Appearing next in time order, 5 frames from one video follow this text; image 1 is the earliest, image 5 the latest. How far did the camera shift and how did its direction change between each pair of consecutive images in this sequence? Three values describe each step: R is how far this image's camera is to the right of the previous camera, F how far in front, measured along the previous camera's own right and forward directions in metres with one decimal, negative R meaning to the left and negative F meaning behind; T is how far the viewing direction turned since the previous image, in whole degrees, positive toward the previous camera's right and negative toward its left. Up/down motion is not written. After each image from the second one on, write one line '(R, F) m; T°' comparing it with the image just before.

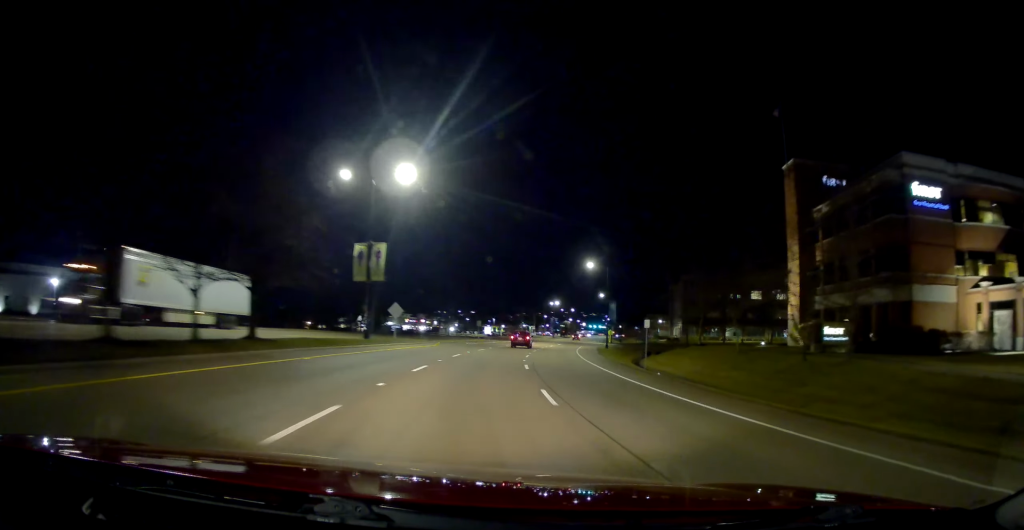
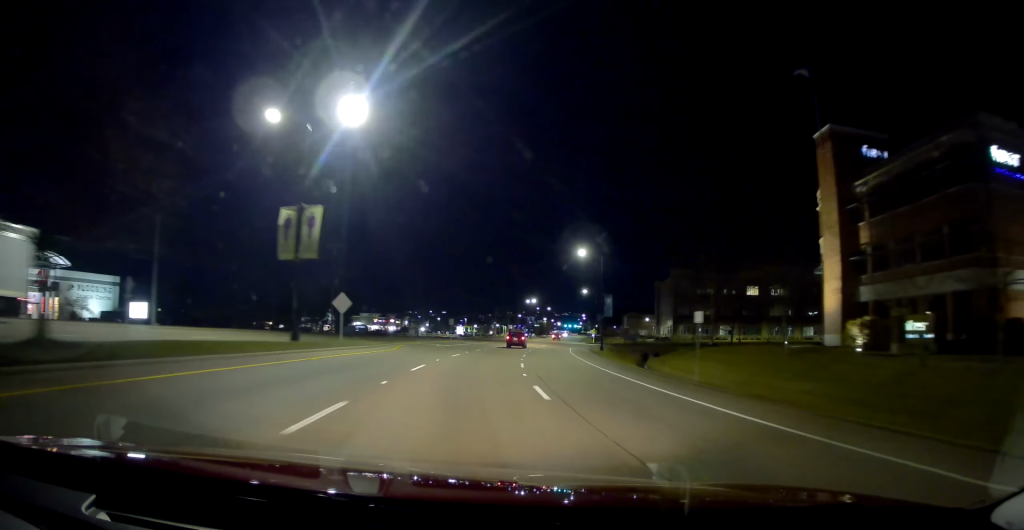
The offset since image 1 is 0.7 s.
(+0.3, +11.6) m; +3°
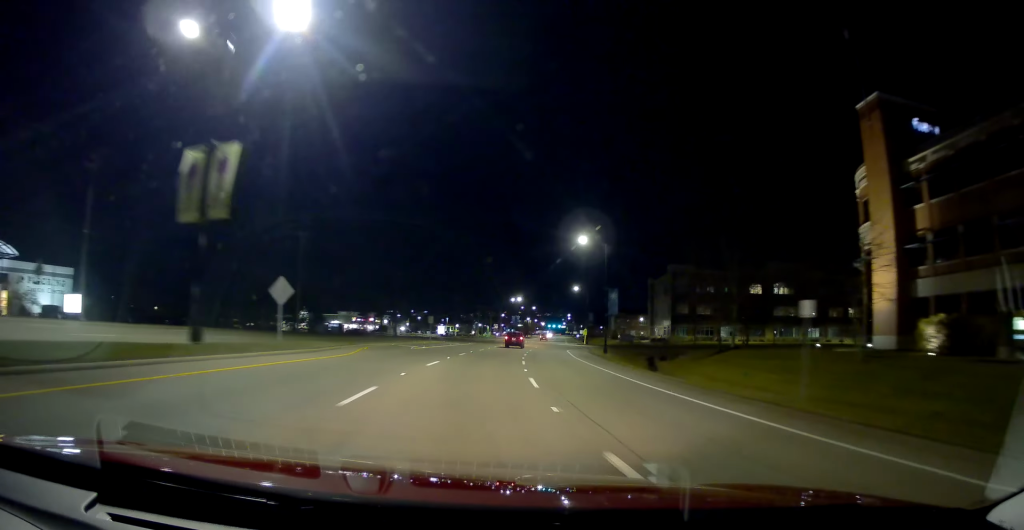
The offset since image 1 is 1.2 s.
(+0.4, +9.3) m; +2°
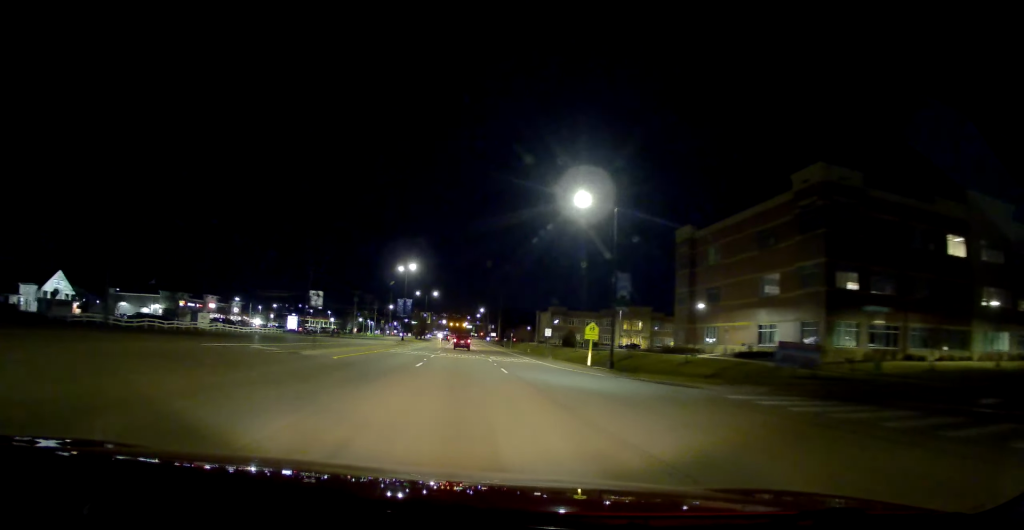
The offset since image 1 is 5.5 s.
(+9.4, +76.4) m; +12°
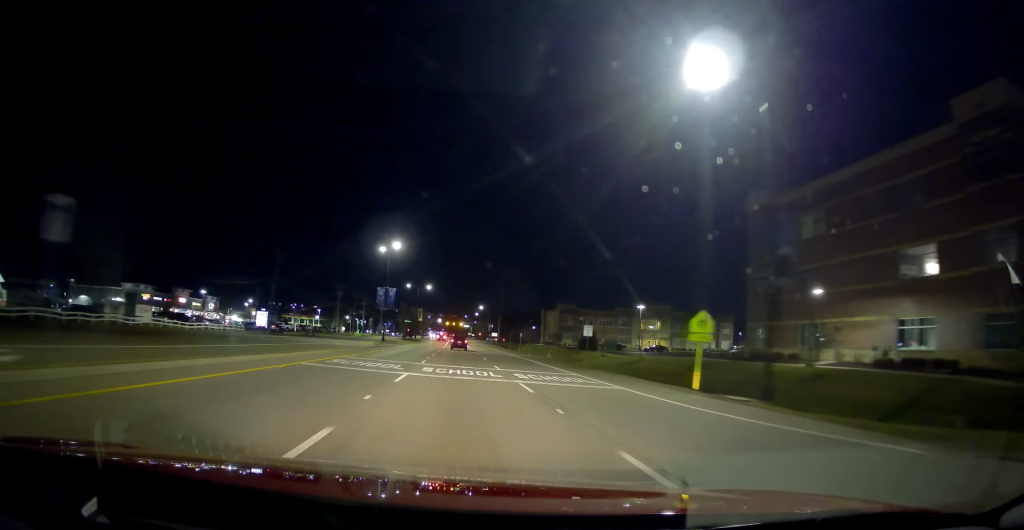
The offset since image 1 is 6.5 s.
(-0.8, +19.6) m; 0°
